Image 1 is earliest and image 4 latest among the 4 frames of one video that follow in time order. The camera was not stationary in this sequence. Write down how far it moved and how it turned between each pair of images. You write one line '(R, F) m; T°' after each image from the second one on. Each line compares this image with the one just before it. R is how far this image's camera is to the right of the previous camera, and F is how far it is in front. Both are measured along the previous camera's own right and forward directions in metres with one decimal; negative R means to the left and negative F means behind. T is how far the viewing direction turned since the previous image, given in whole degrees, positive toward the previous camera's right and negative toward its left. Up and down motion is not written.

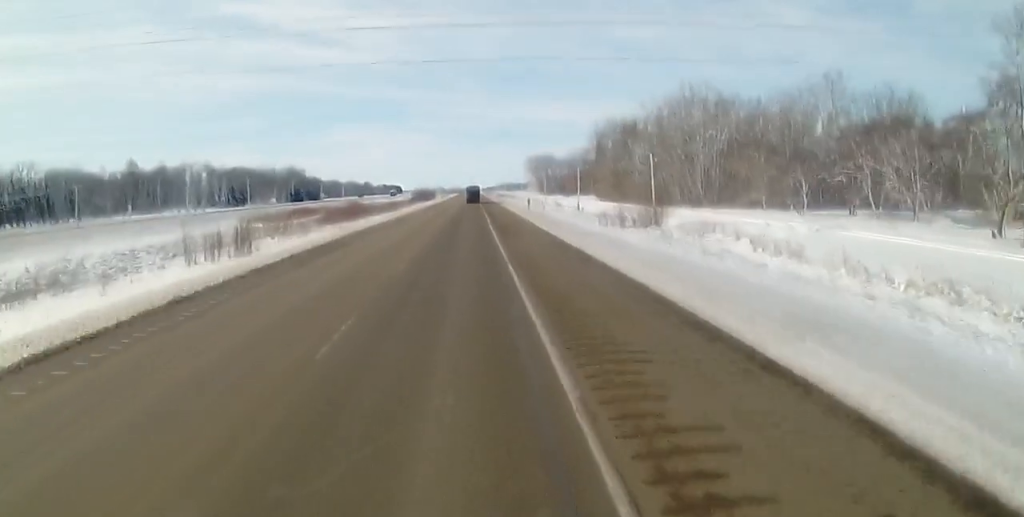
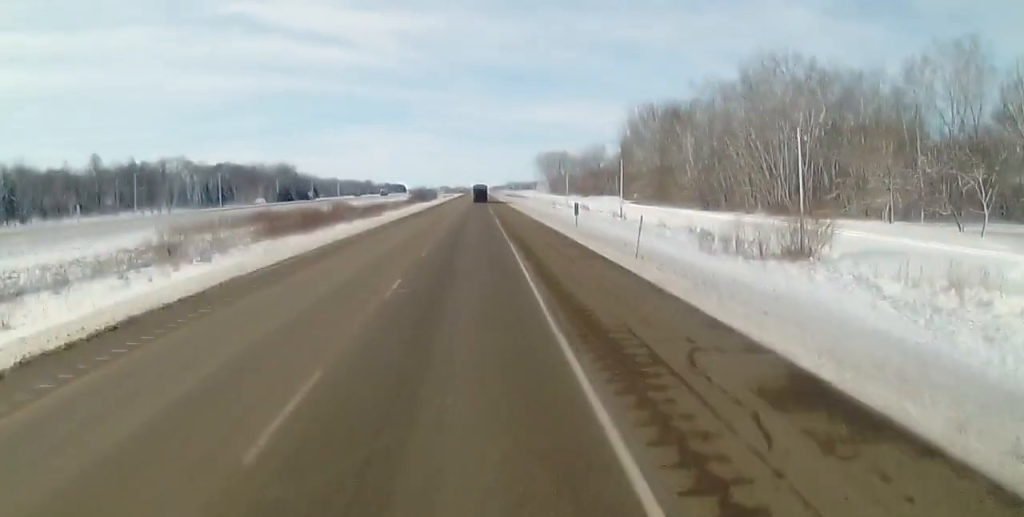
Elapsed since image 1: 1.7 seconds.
(+0.1, +42.2) m; 0°
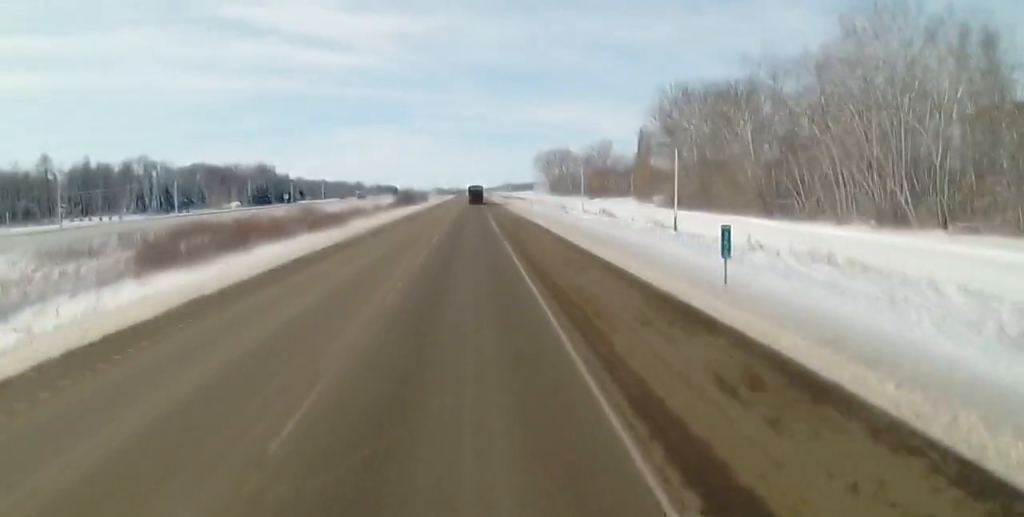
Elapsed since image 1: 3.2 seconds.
(+0.5, +36.4) m; +1°
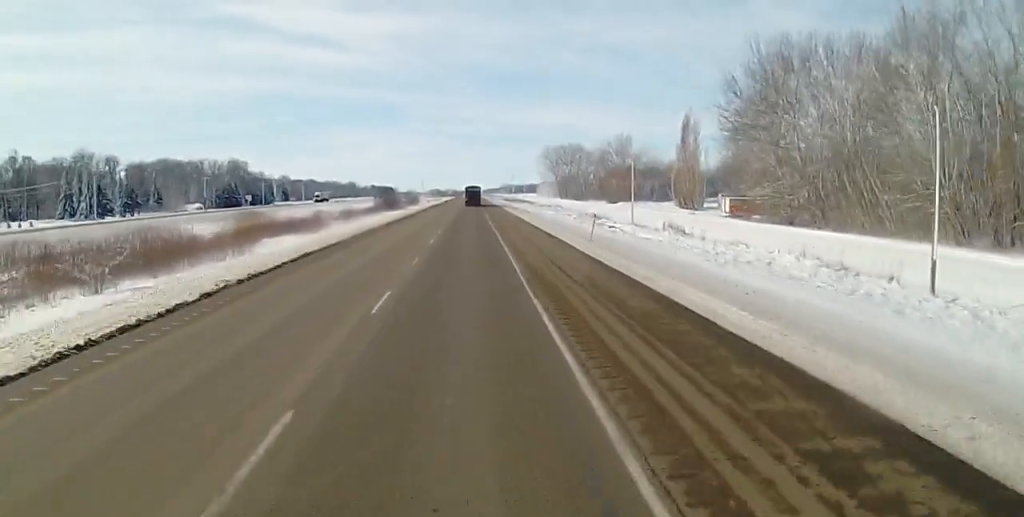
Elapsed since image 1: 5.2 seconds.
(+0.1, +50.9) m; 0°
